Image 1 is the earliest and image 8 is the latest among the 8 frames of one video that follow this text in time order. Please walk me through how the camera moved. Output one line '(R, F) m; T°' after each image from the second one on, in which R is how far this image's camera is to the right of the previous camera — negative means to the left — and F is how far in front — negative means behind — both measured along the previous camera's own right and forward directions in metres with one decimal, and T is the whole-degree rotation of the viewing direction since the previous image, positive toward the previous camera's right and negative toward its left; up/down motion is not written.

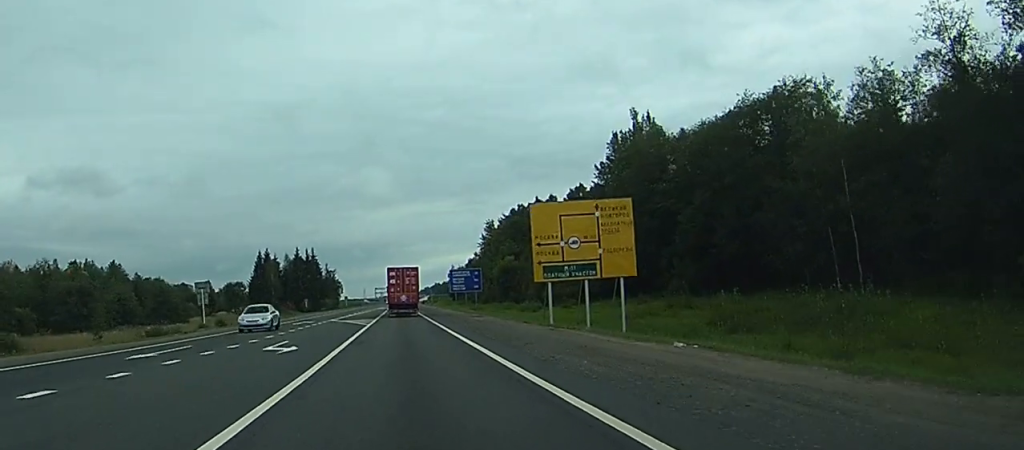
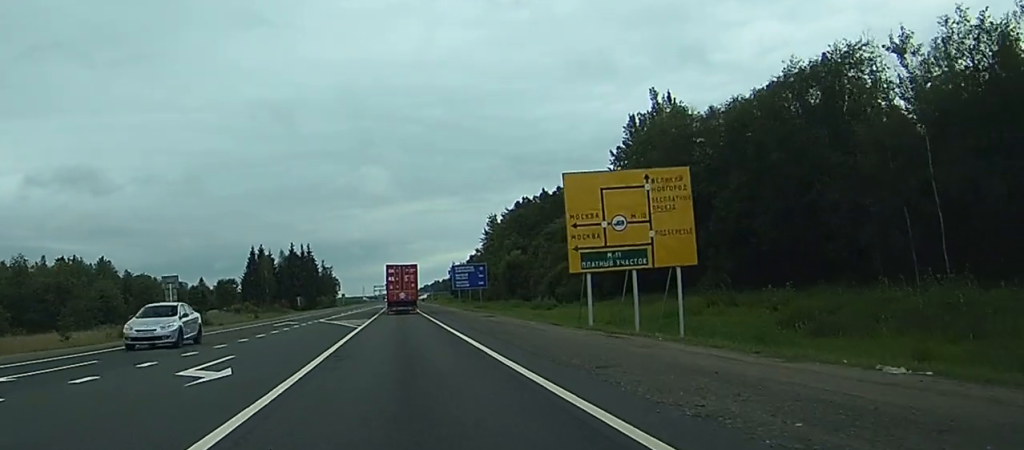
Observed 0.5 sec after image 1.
(0.0, +9.9) m; 0°
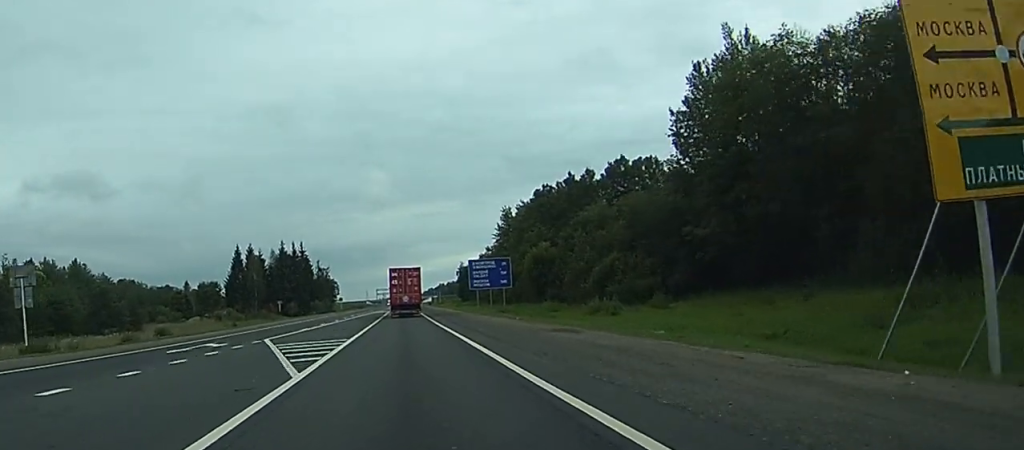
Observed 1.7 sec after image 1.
(-0.2, +25.5) m; -1°
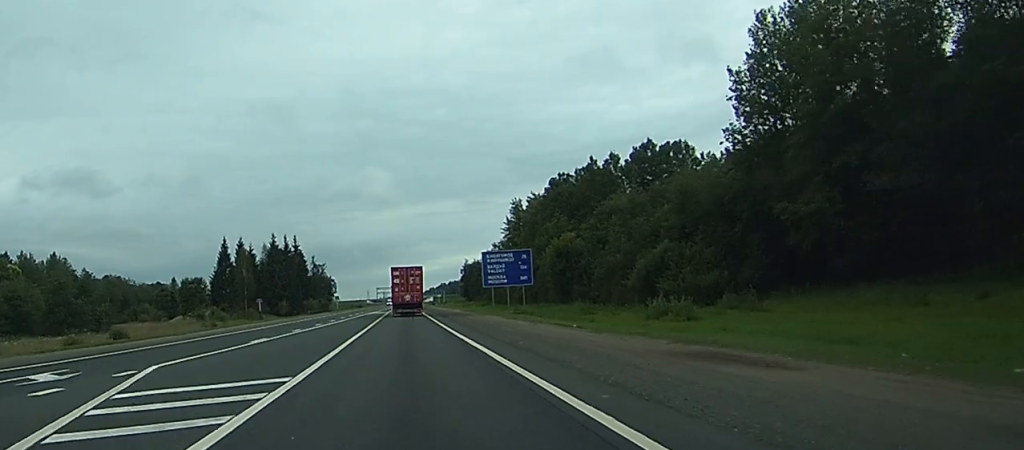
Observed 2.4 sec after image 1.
(0.0, +16.3) m; 0°
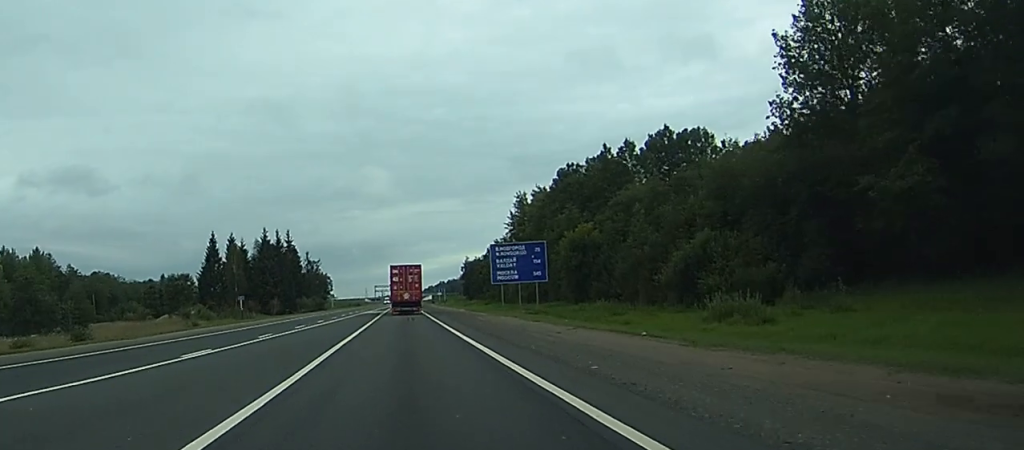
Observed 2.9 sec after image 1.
(0.0, +9.9) m; 0°
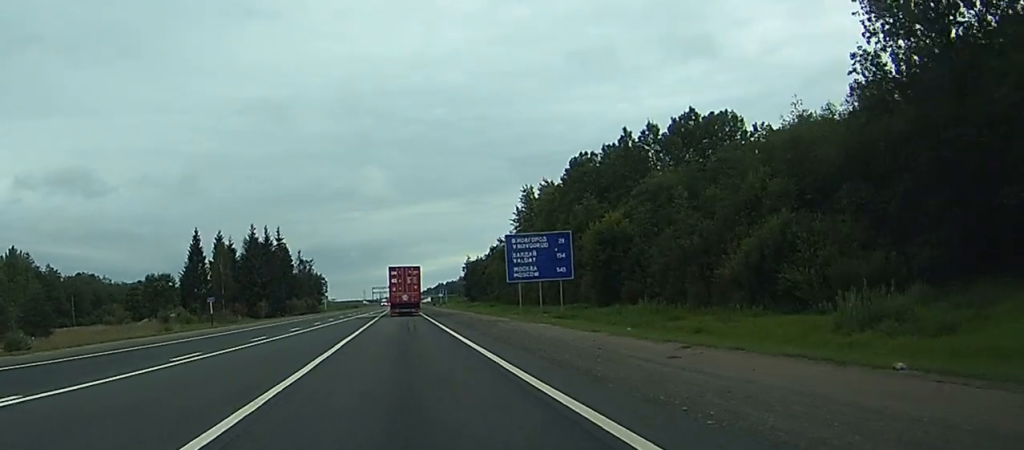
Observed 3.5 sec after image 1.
(0.0, +12.8) m; 0°
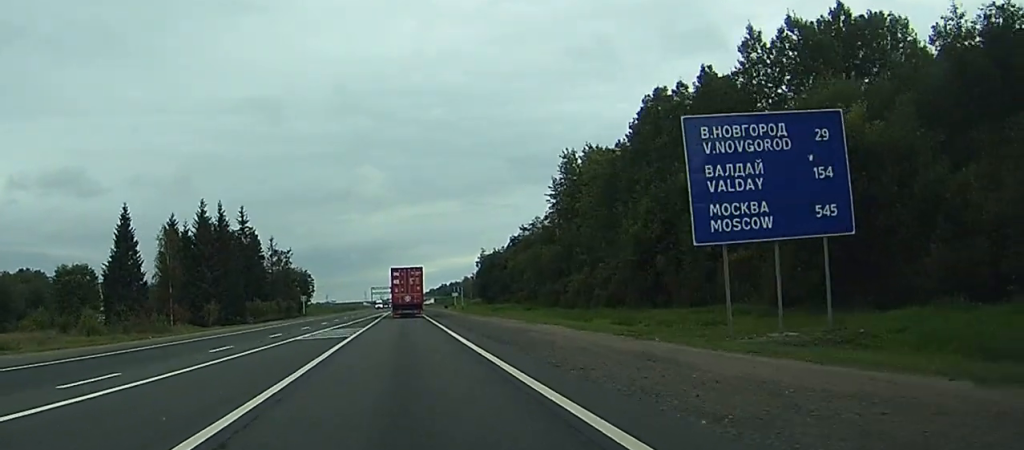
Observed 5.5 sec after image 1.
(-0.1, +42.5) m; 0°
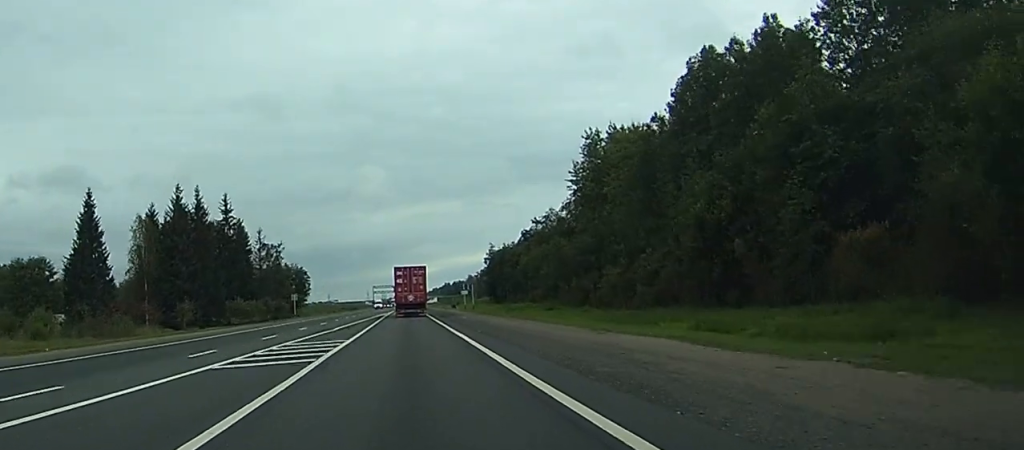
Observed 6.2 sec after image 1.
(0.0, +15.0) m; 0°
